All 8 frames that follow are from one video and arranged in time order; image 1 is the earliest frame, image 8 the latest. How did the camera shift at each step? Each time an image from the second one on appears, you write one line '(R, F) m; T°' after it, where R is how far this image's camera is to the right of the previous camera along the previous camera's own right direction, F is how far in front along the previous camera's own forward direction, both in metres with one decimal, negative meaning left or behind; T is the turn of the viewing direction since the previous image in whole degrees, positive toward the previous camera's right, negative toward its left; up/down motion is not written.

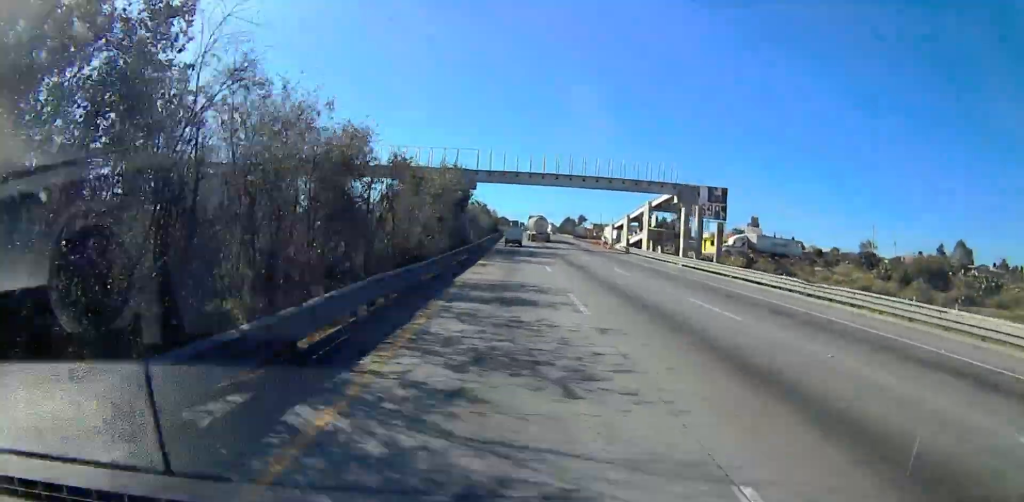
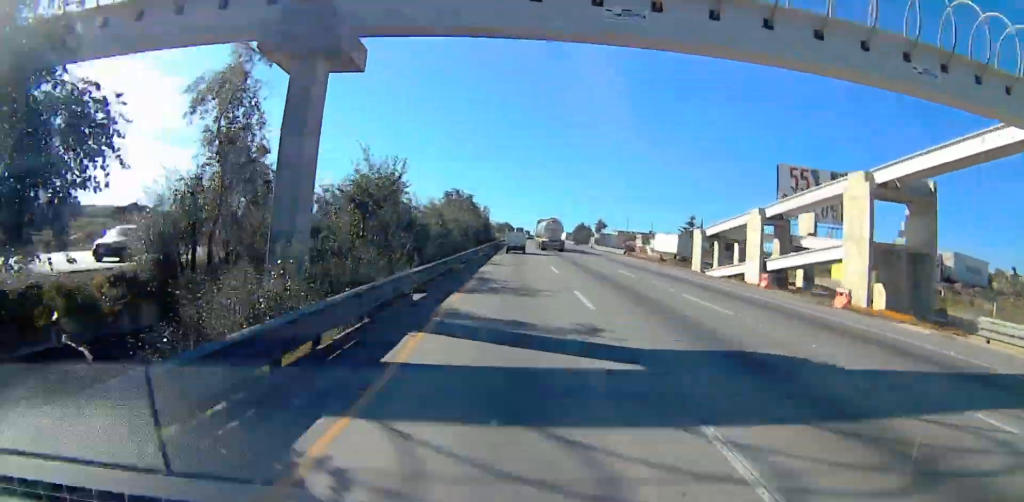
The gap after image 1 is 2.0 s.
(0.0, +57.8) m; 0°
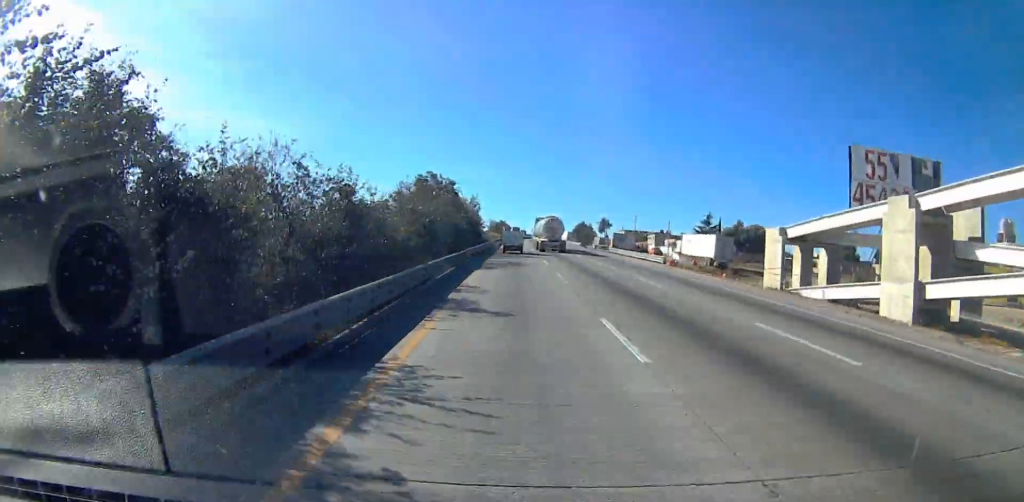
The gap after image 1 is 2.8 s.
(0.0, +21.5) m; 0°
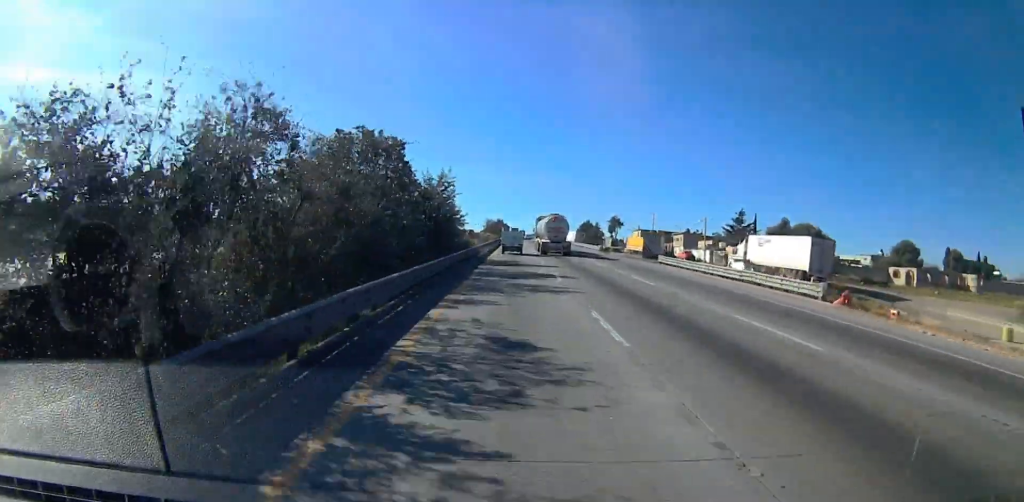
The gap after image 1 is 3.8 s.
(0.0, +28.5) m; +1°
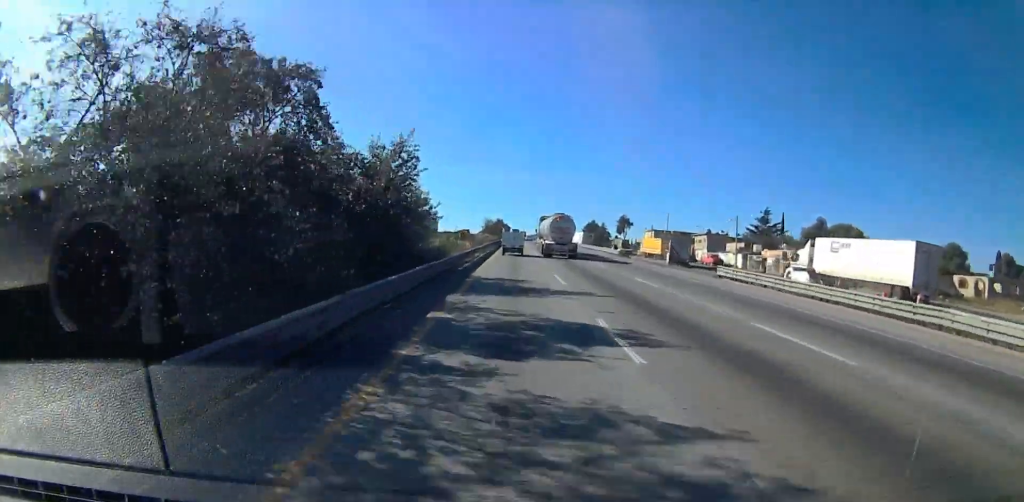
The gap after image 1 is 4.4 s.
(-0.2, +16.3) m; +2°
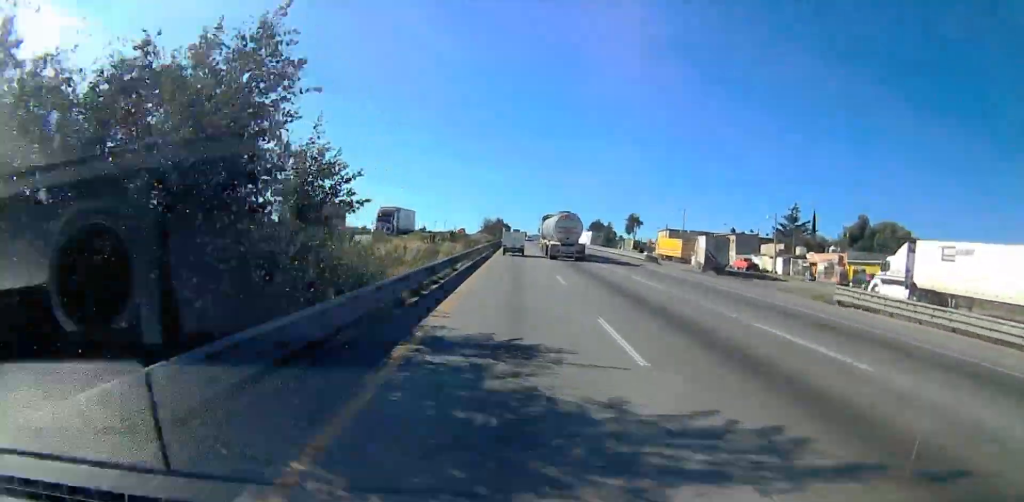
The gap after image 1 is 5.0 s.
(+0.7, +15.2) m; -1°
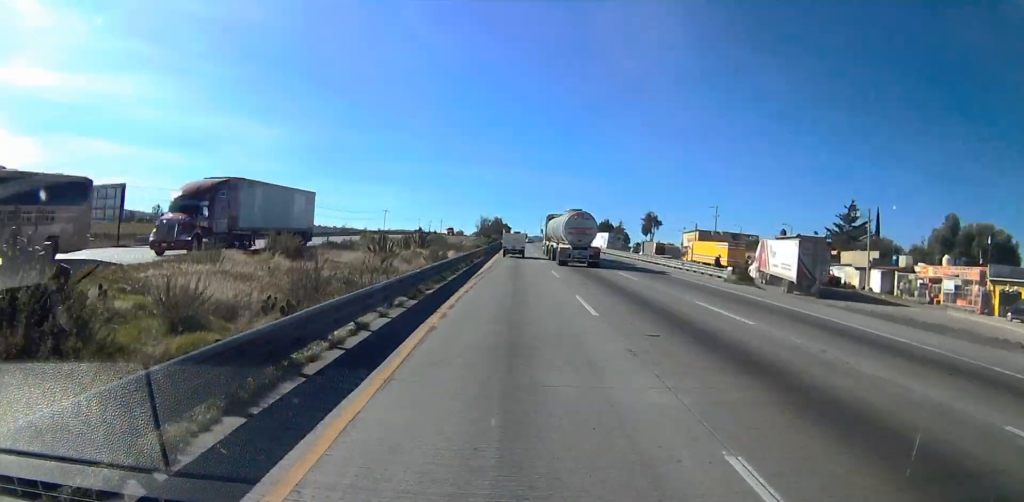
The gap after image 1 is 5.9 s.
(-0.4, +23.6) m; -3°
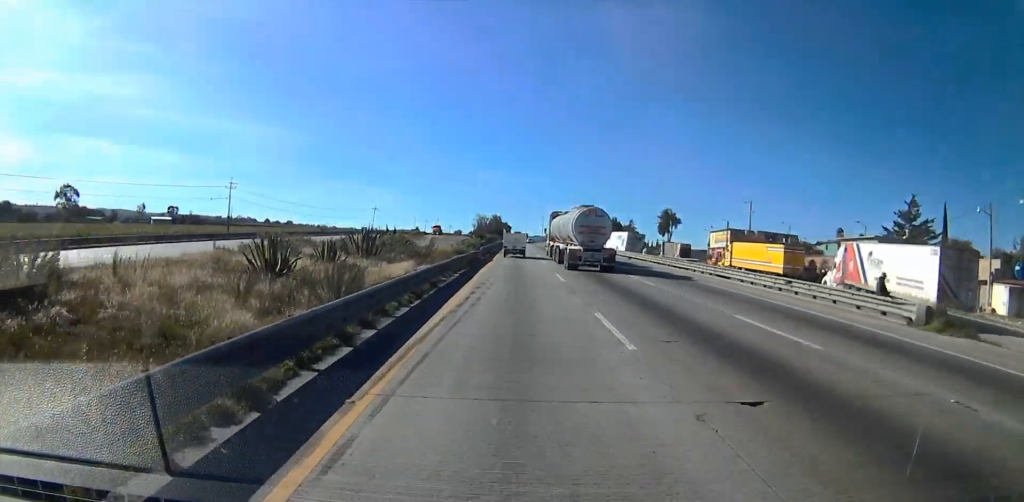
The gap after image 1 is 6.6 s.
(-0.6, +17.9) m; -2°
